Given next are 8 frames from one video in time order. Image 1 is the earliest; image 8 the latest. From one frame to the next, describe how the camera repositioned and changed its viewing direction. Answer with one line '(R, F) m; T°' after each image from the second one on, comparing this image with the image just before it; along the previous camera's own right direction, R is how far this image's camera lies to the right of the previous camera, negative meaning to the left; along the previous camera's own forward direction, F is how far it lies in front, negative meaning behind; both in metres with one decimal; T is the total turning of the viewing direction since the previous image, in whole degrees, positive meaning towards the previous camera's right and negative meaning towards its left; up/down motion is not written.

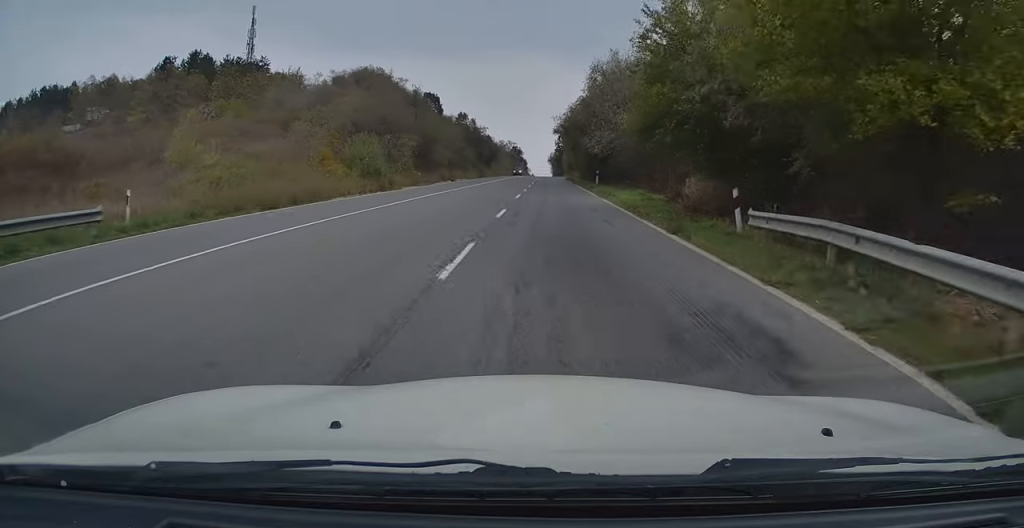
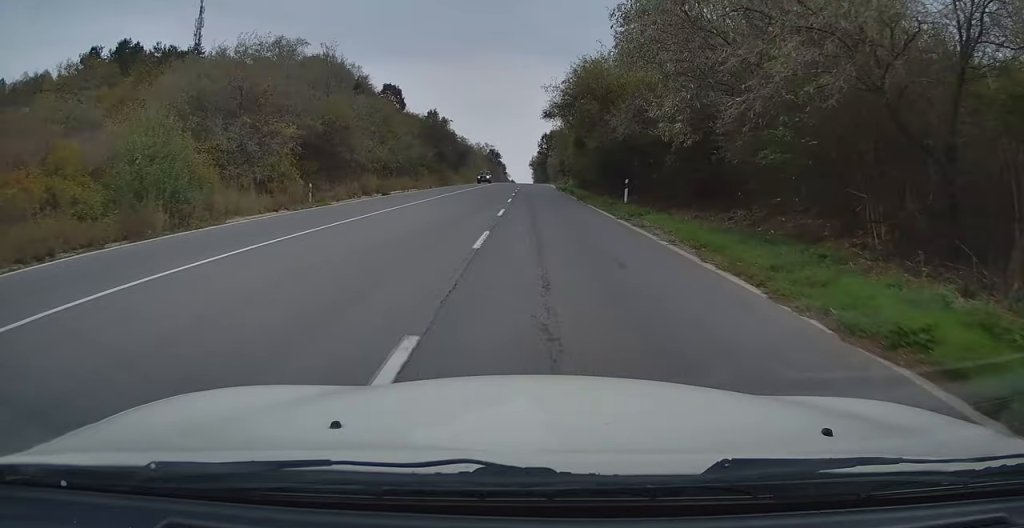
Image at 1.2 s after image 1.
(+0.5, +22.9) m; +2°
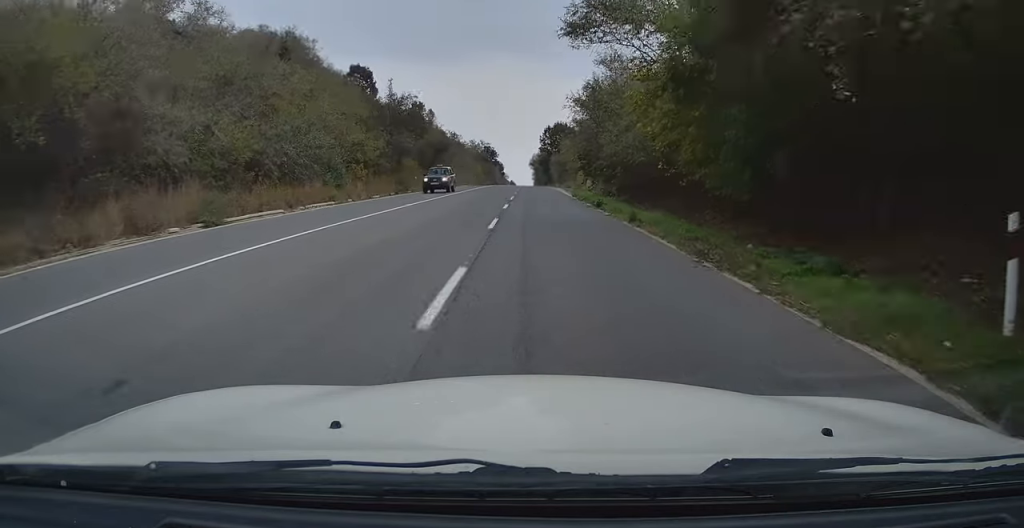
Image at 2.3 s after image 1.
(+0.1, +23.1) m; +1°
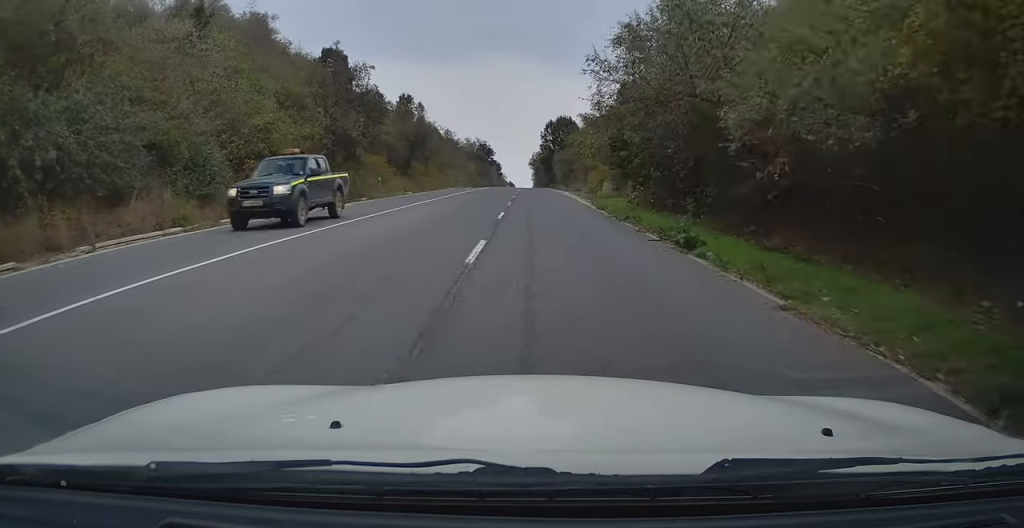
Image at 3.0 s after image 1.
(+0.2, +13.9) m; 0°
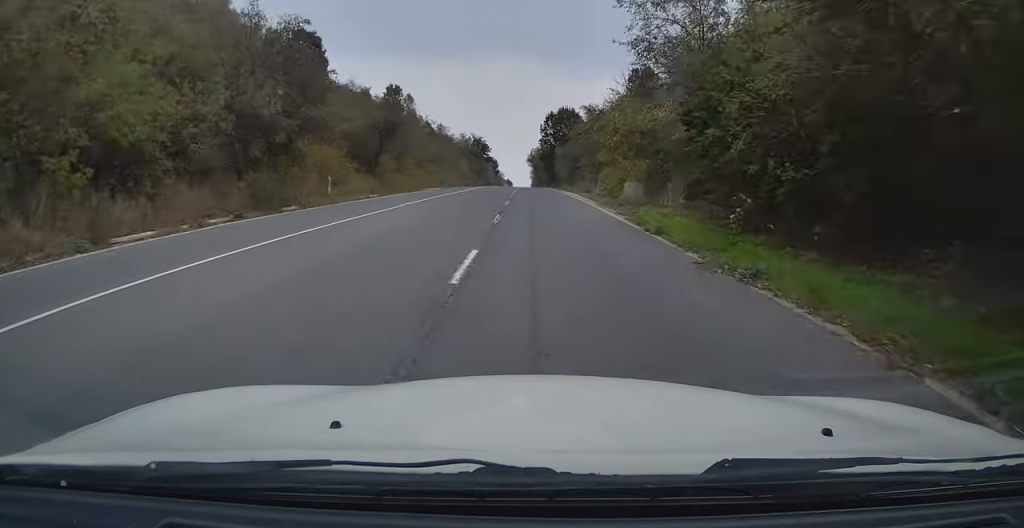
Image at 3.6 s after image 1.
(-0.2, +10.8) m; 0°
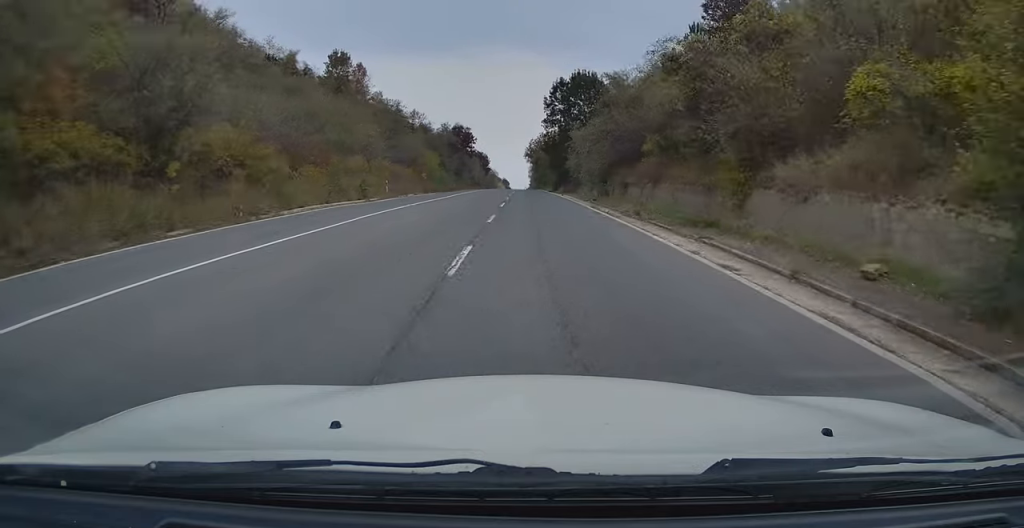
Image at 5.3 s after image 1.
(+0.4, +34.8) m; +1°
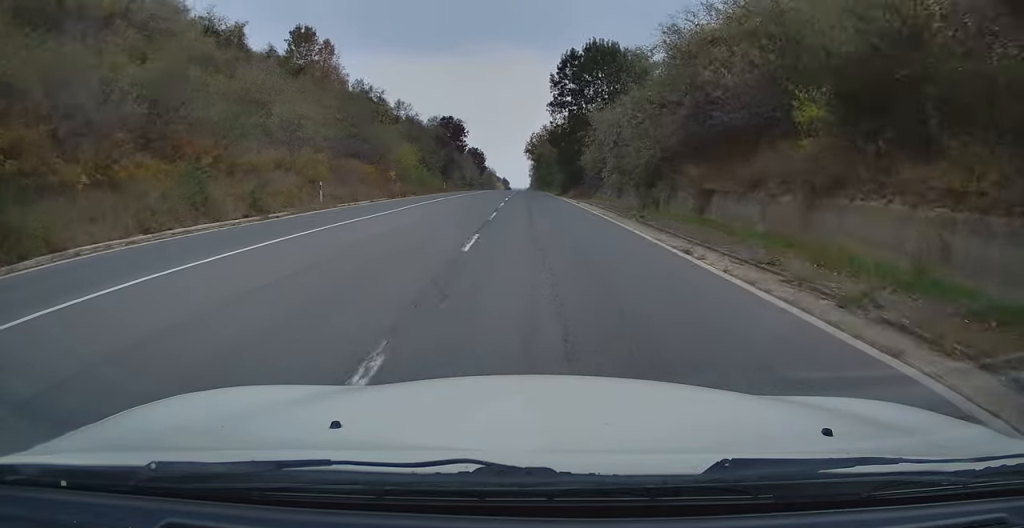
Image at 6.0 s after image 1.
(-0.1, +15.3) m; 0°
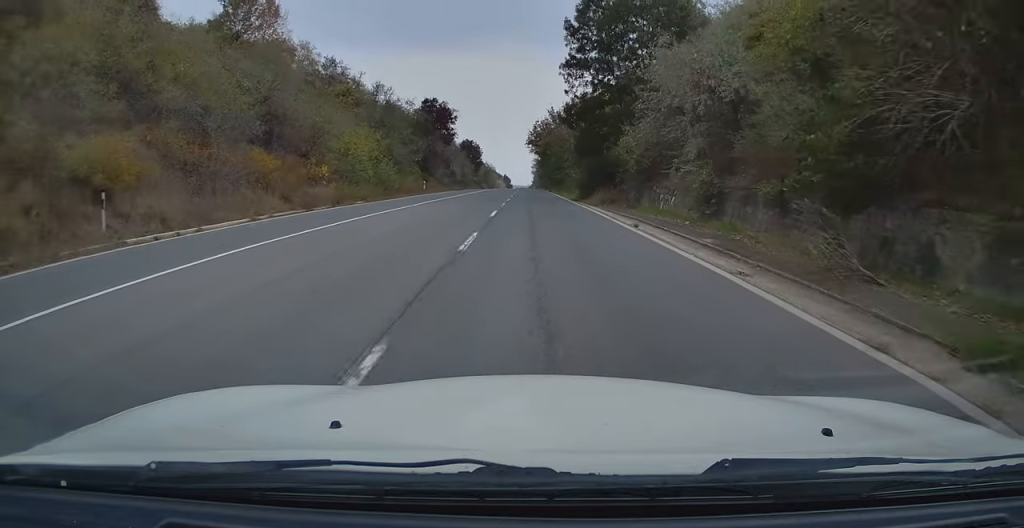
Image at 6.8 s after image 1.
(0.0, +17.7) m; 0°
